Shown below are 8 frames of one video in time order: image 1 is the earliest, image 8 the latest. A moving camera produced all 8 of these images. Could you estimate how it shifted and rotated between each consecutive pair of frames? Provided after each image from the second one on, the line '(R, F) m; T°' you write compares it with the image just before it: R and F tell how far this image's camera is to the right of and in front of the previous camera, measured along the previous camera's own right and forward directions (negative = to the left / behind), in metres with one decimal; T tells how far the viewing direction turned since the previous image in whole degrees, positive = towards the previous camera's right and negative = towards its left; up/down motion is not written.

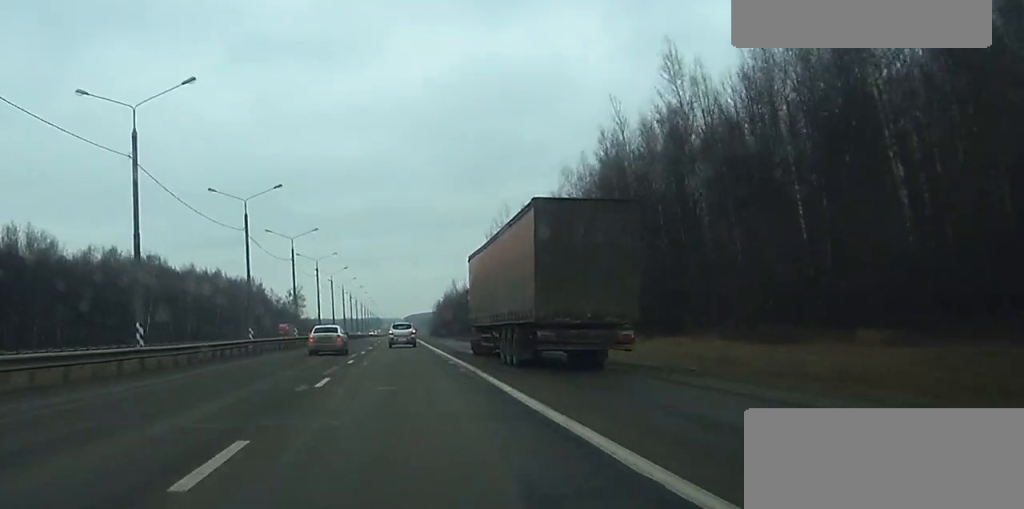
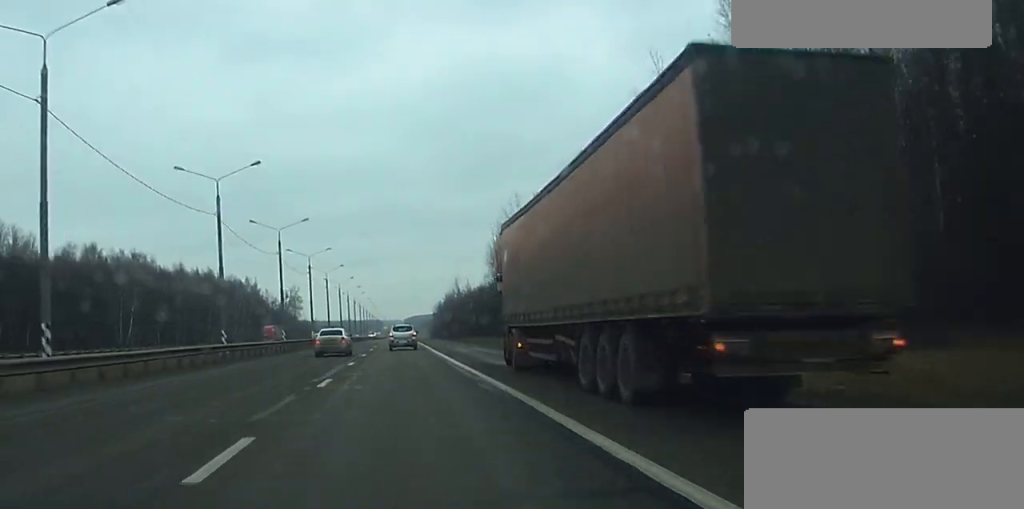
(+0.1, +11.6) m; 0°
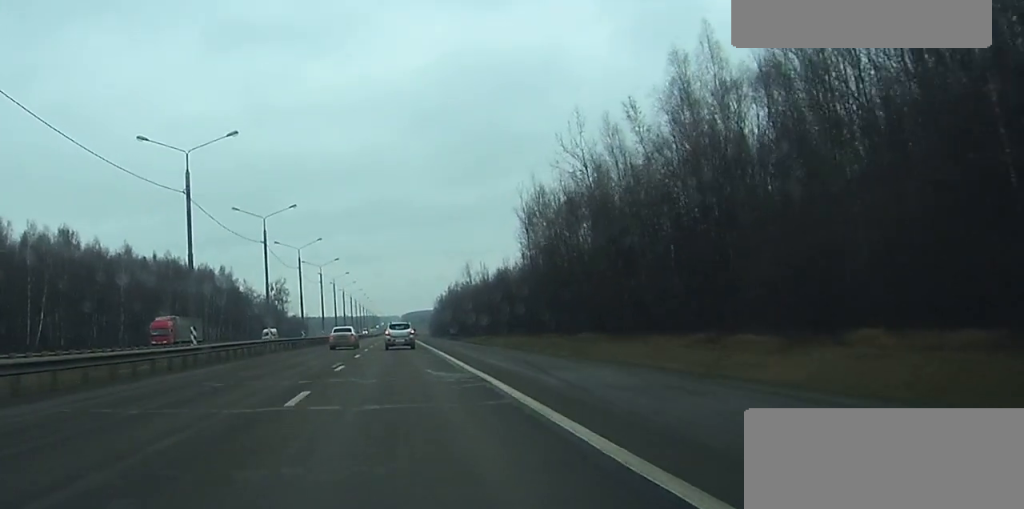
(+0.4, +40.9) m; +2°
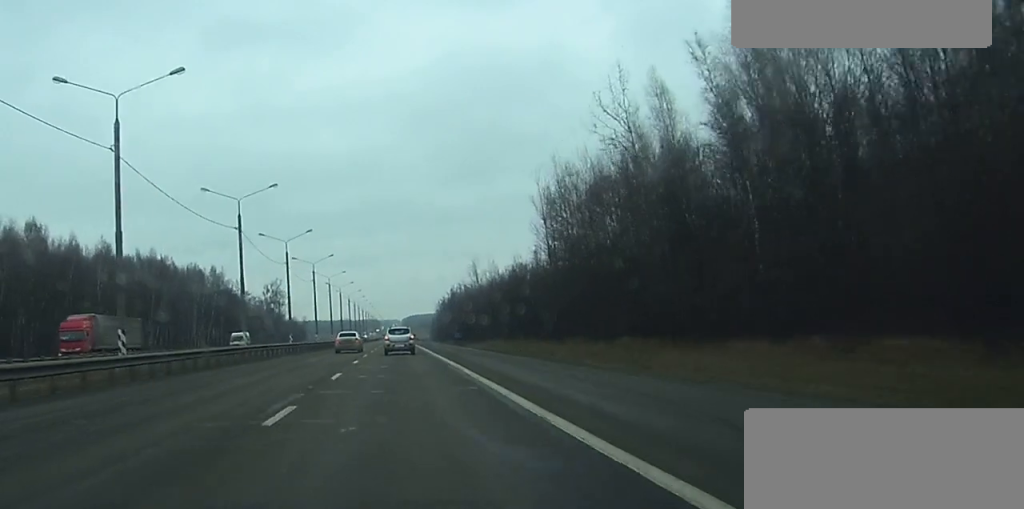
(+0.3, +14.2) m; 0°
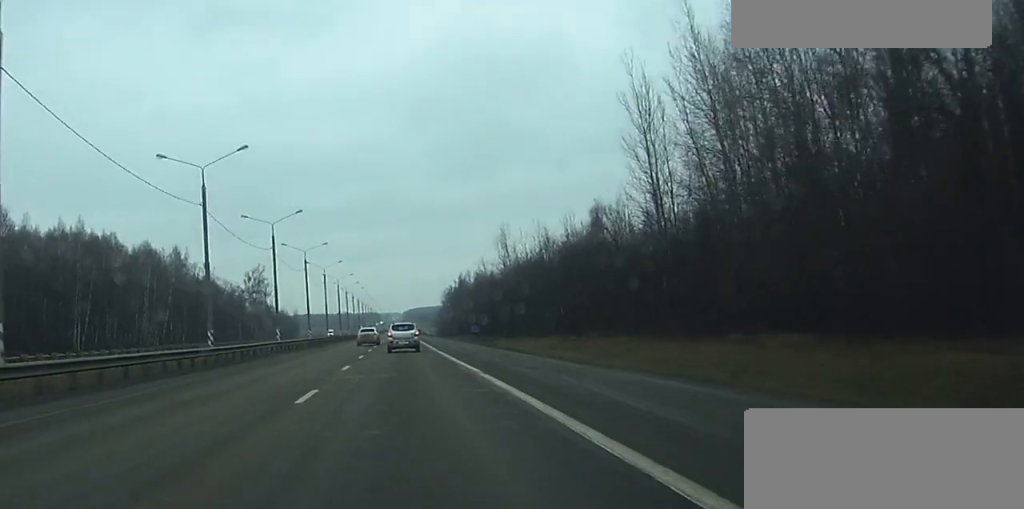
(-1.0, +45.2) m; -1°
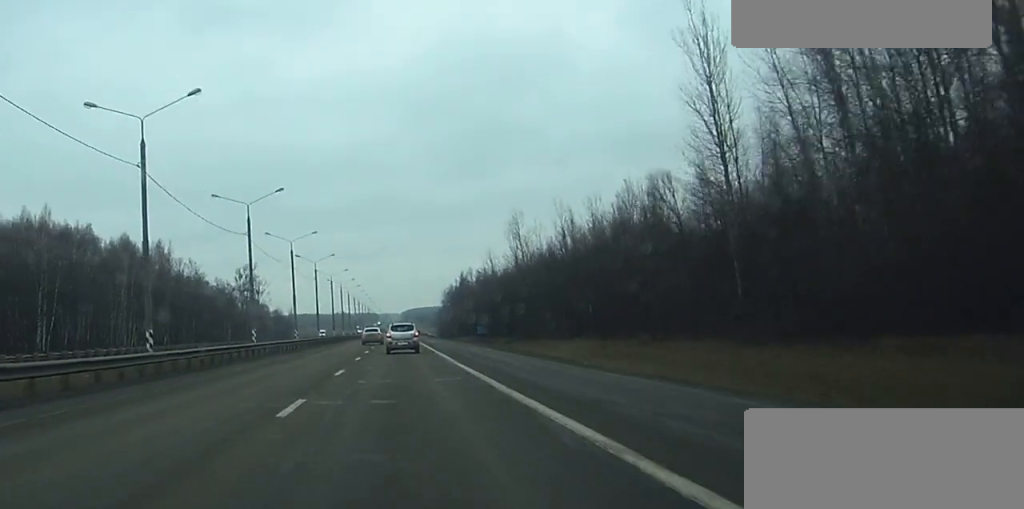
(0.0, +14.1) m; 0°
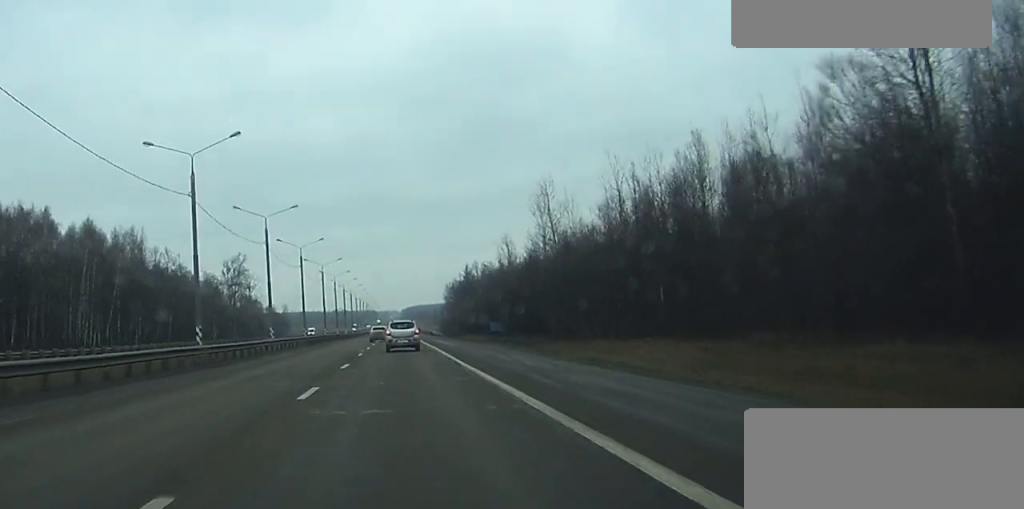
(0.0, +21.2) m; 0°
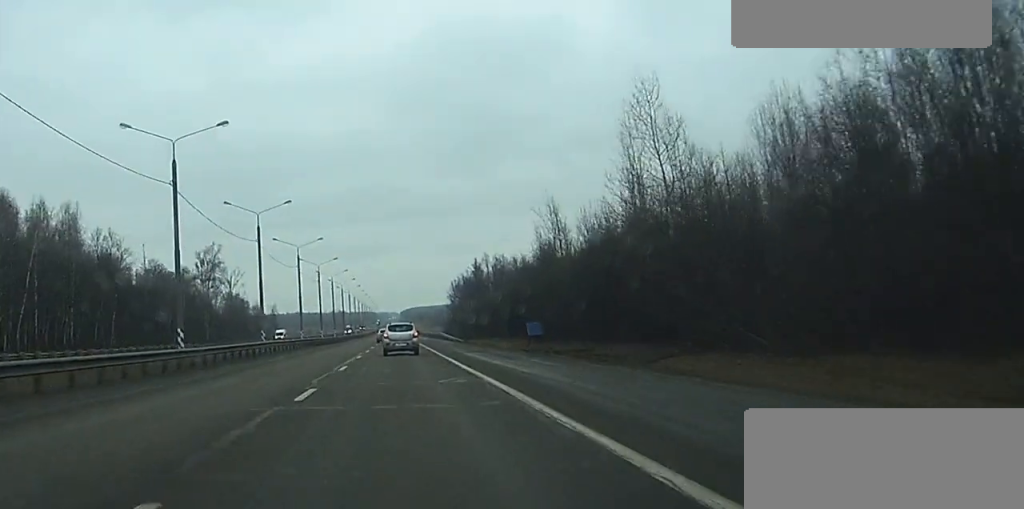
(0.0, +36.0) m; 0°
